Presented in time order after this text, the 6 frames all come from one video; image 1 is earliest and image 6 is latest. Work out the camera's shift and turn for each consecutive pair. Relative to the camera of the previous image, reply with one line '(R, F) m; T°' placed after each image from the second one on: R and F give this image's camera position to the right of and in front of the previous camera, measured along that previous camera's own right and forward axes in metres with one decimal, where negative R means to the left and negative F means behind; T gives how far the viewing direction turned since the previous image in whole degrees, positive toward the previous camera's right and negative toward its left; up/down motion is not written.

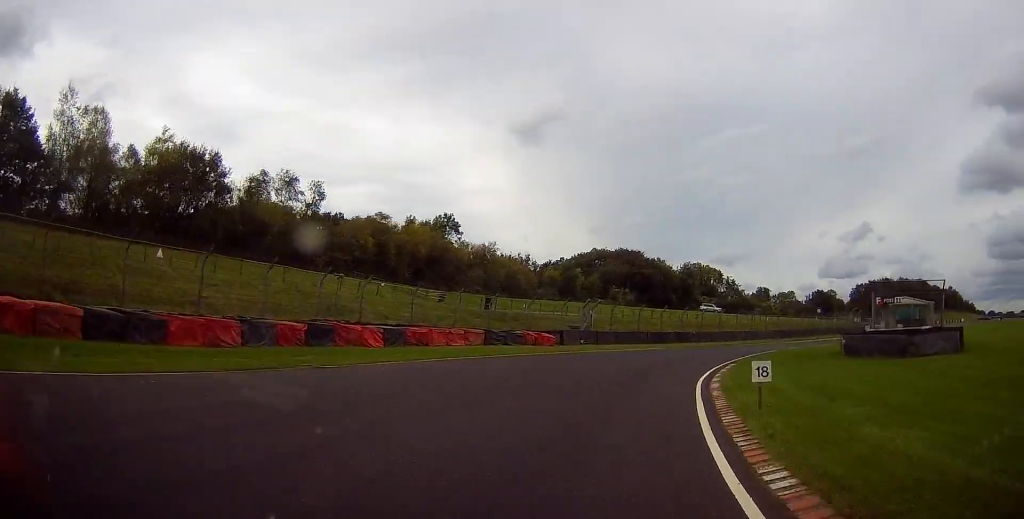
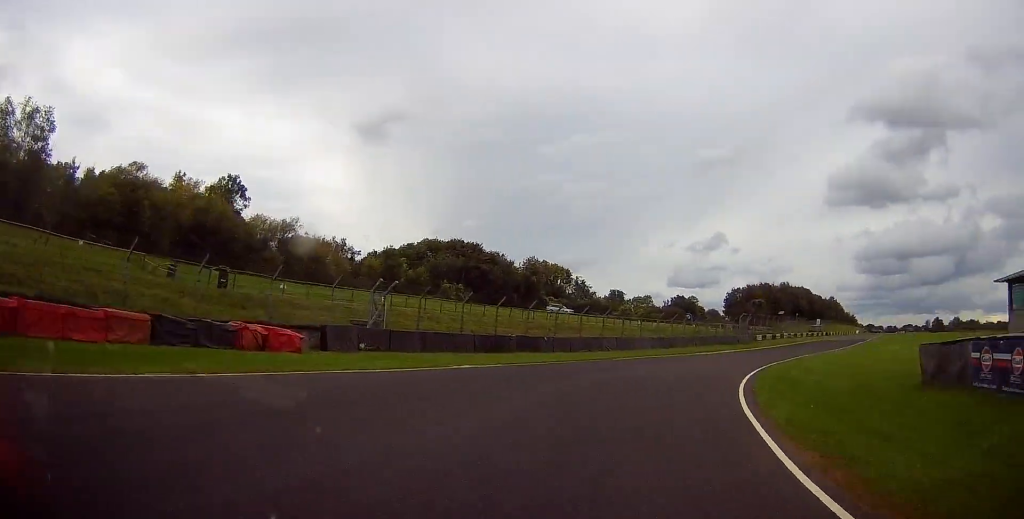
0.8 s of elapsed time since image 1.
(+2.4, +20.4) m; +12°
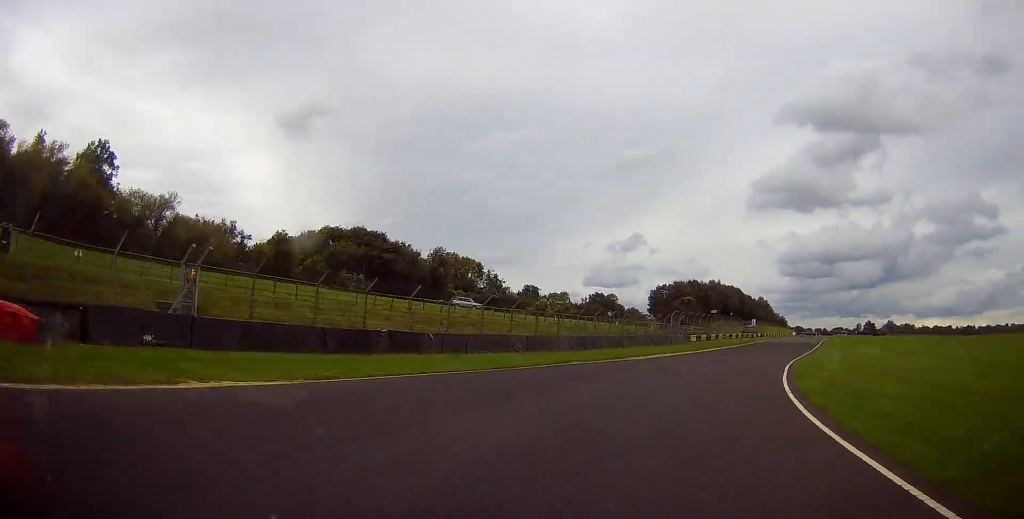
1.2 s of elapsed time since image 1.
(-0.3, +11.4) m; +7°
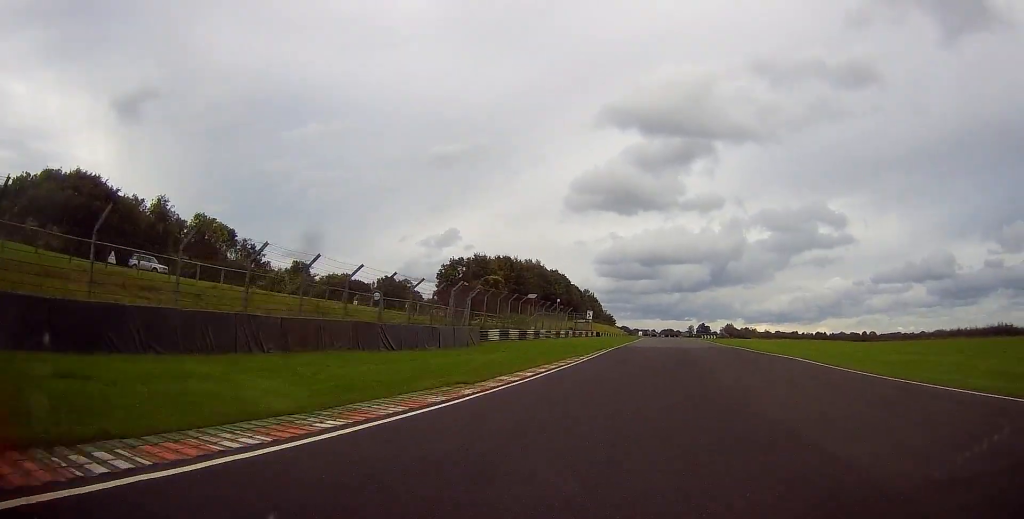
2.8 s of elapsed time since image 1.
(+8.4, +41.5) m; +17°
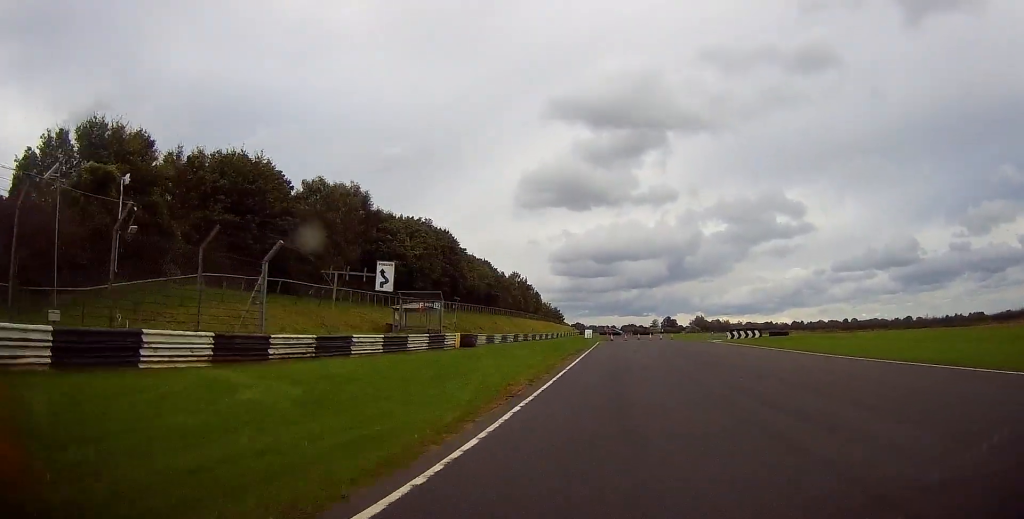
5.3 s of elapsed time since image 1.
(+7.0, +71.1) m; +6°
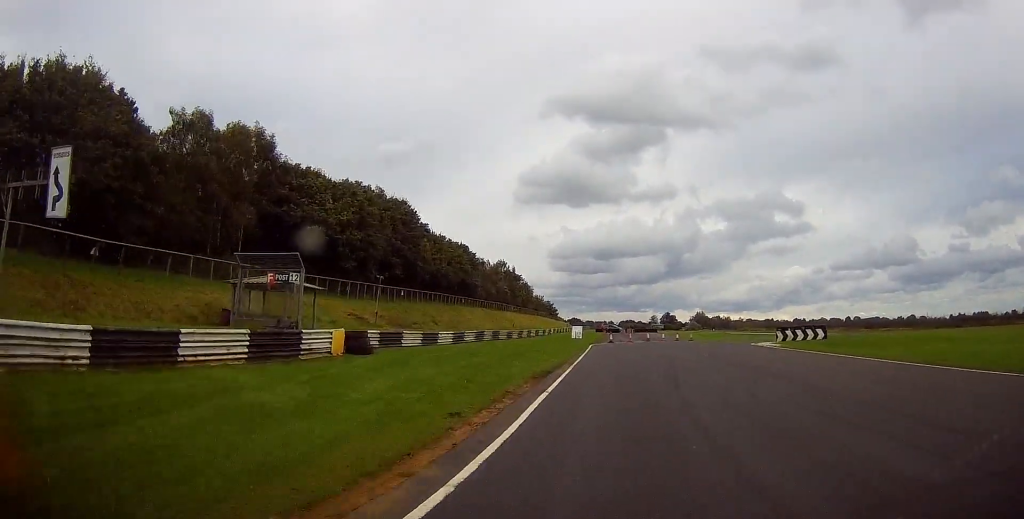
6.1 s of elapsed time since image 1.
(-0.3, +19.3) m; +1°
